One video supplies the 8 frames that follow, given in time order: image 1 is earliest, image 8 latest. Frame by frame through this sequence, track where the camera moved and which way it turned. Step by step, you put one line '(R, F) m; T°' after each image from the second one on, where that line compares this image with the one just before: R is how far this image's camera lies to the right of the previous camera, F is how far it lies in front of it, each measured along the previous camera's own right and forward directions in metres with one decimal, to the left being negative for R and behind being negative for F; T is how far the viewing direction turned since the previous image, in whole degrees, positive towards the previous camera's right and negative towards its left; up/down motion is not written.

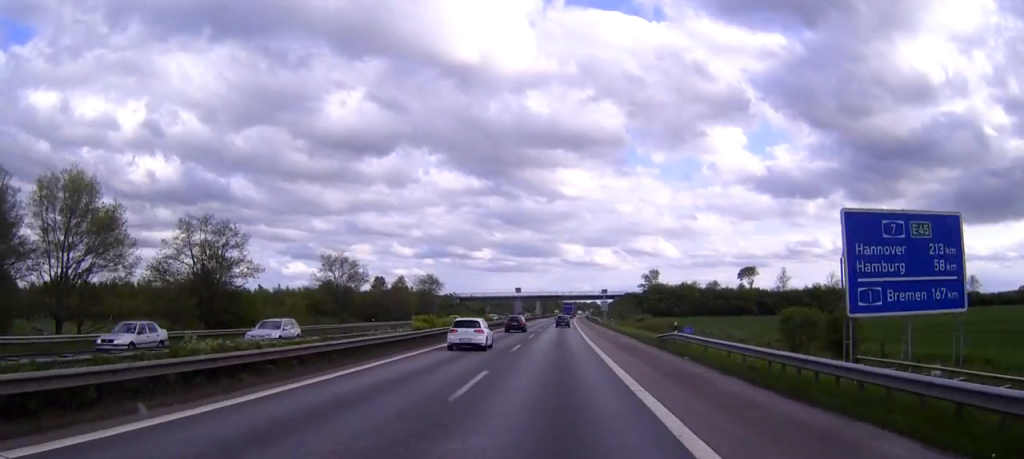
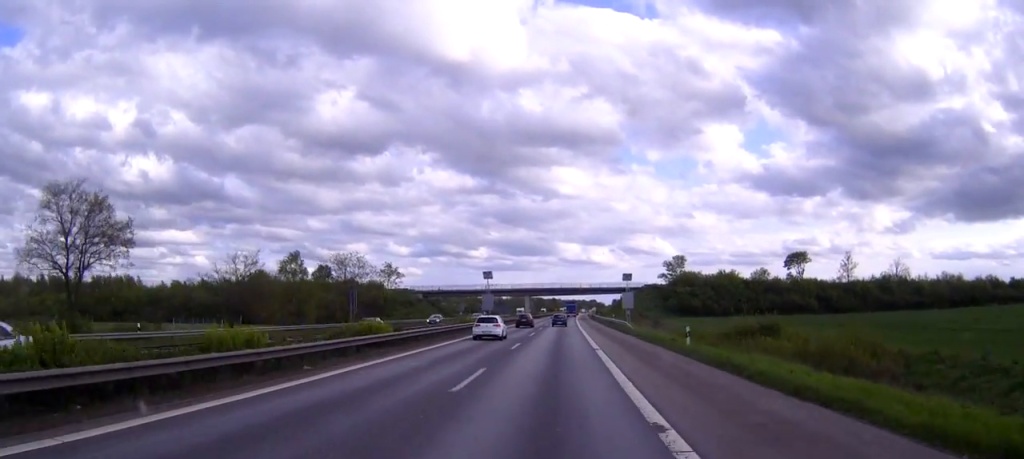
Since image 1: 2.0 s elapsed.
(+0.2, +53.4) m; 0°
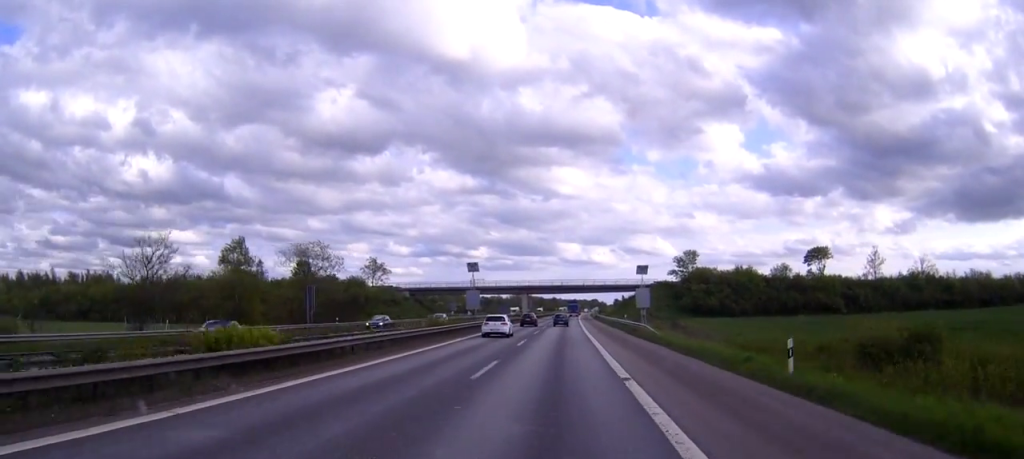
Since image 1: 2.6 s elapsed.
(0.0, +15.0) m; 0°
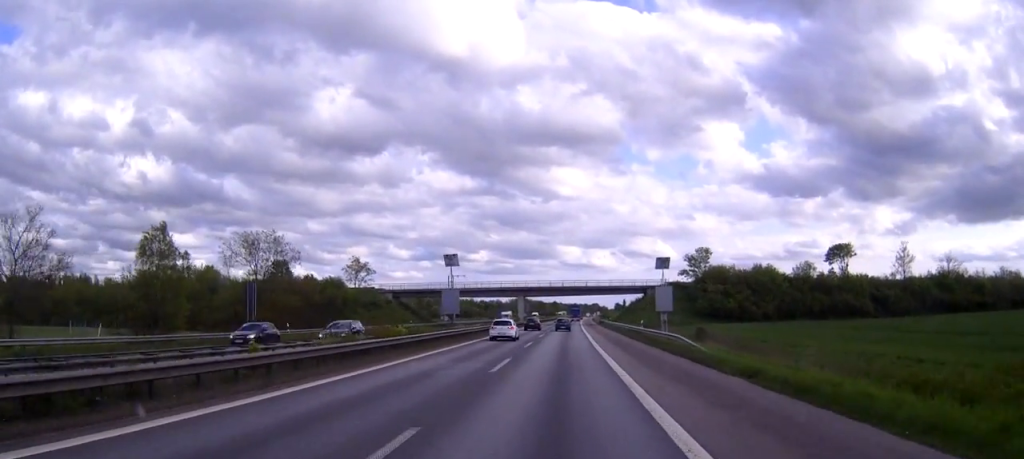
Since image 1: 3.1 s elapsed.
(0.0, +14.1) m; 0°
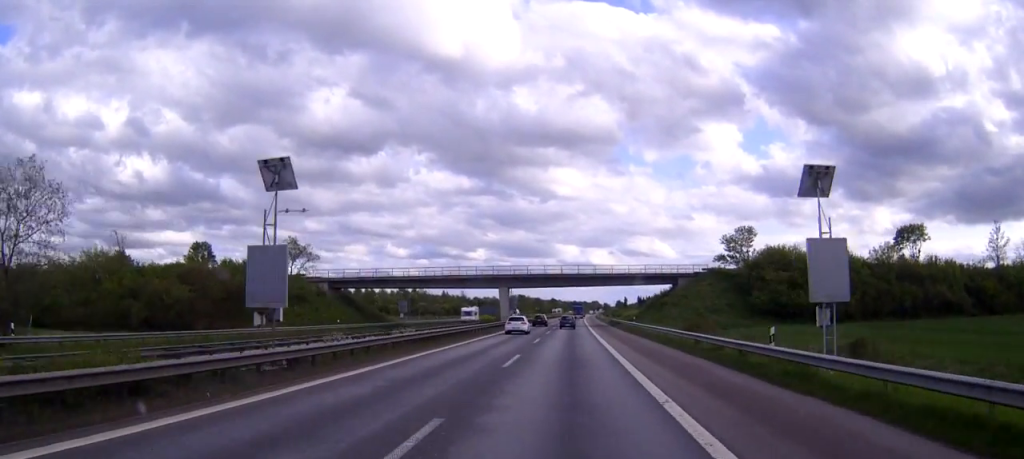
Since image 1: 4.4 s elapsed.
(0.0, +35.4) m; 0°
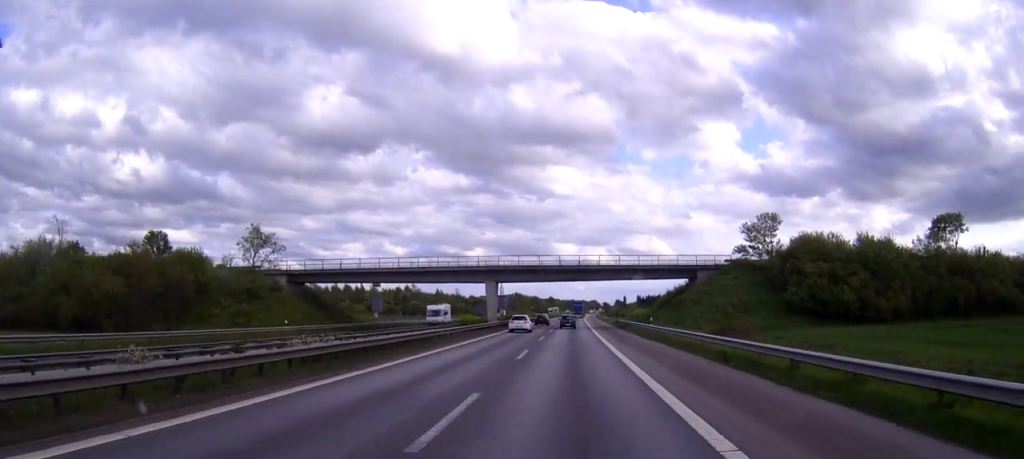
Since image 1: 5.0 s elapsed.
(0.0, +14.2) m; 0°
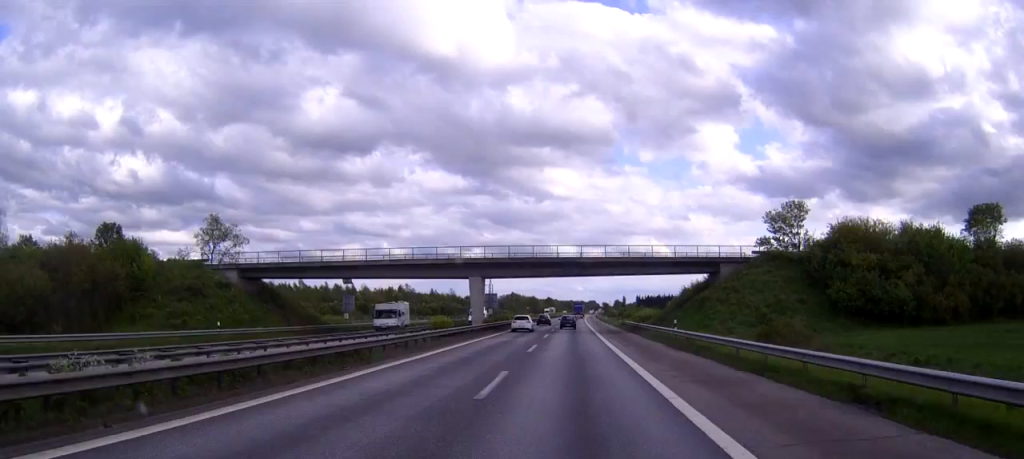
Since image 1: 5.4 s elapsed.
(0.0, +12.3) m; 0°
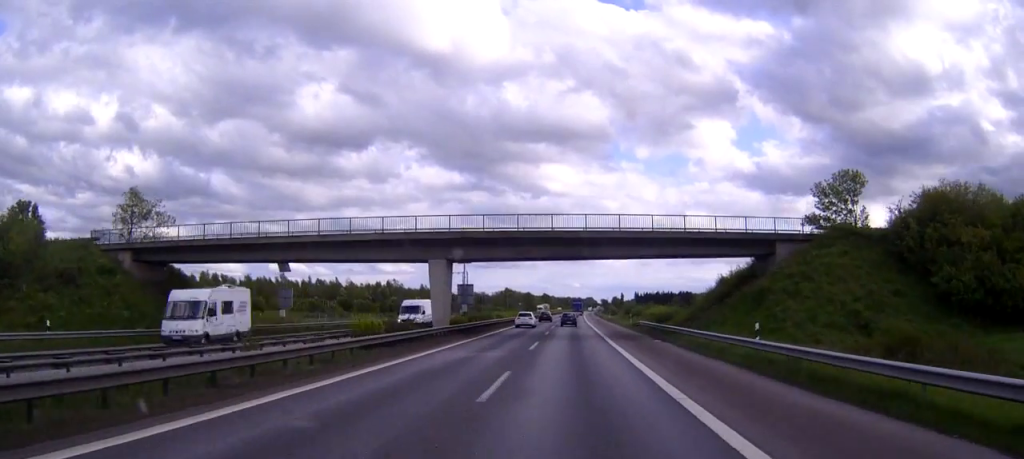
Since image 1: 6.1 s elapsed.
(0.0, +18.5) m; 0°
